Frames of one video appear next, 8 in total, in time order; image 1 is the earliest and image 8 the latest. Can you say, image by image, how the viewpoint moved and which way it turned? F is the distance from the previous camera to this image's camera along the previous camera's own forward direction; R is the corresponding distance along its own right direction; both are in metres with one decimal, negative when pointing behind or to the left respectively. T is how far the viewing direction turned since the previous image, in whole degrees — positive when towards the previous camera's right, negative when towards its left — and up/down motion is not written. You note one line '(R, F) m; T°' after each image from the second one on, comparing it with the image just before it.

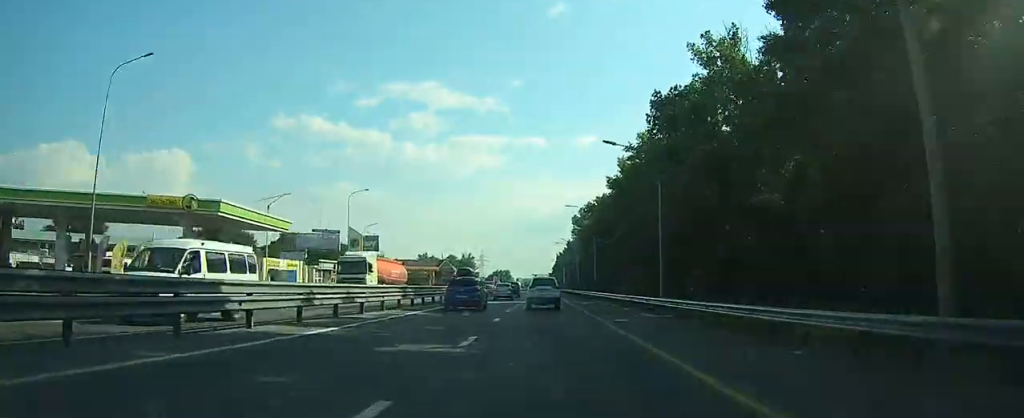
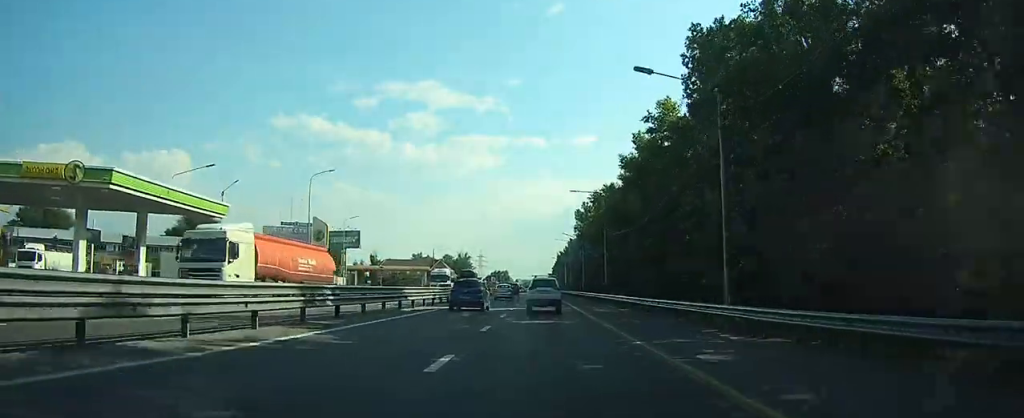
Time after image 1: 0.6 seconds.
(0.0, +11.5) m; 0°
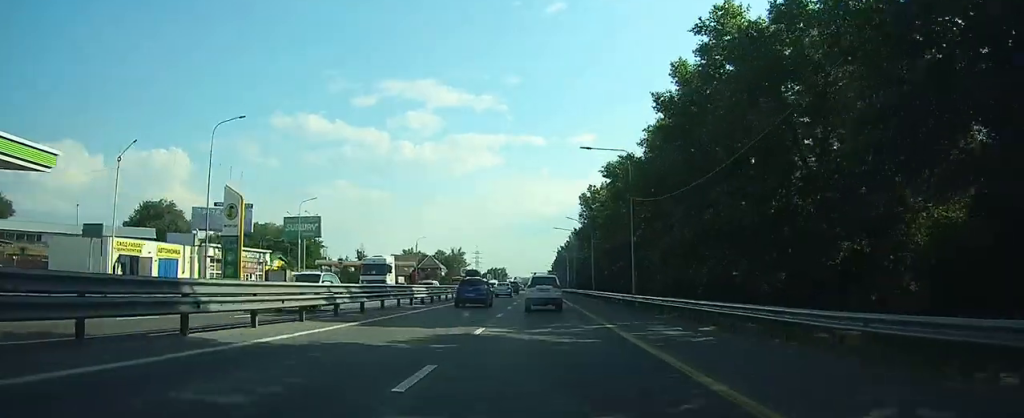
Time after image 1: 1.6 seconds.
(0.0, +17.7) m; 0°
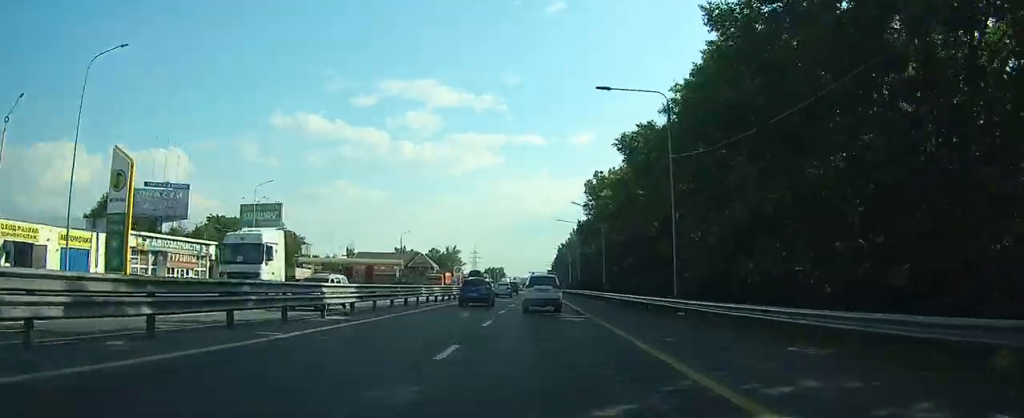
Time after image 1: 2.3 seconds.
(0.0, +13.0) m; 0°
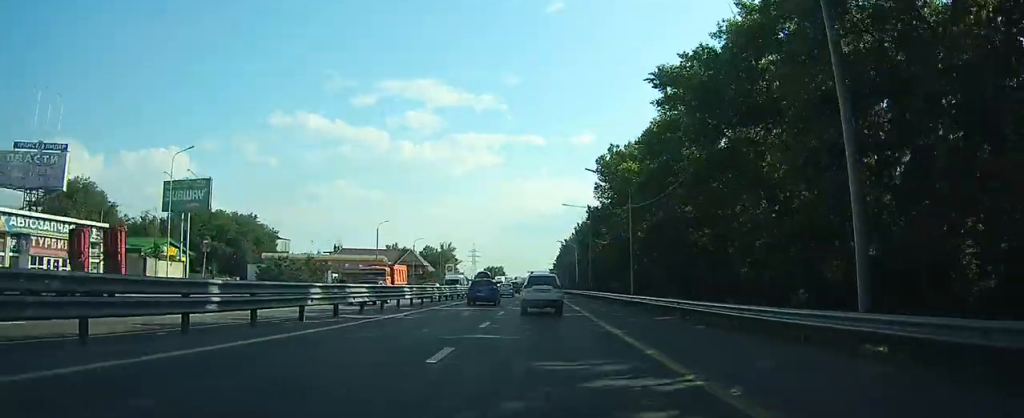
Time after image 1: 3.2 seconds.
(0.0, +16.8) m; 0°
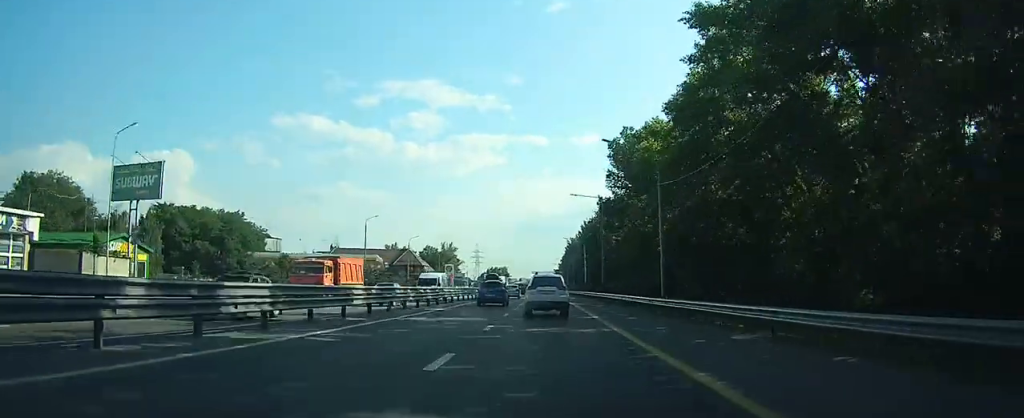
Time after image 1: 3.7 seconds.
(0.0, +8.7) m; 0°
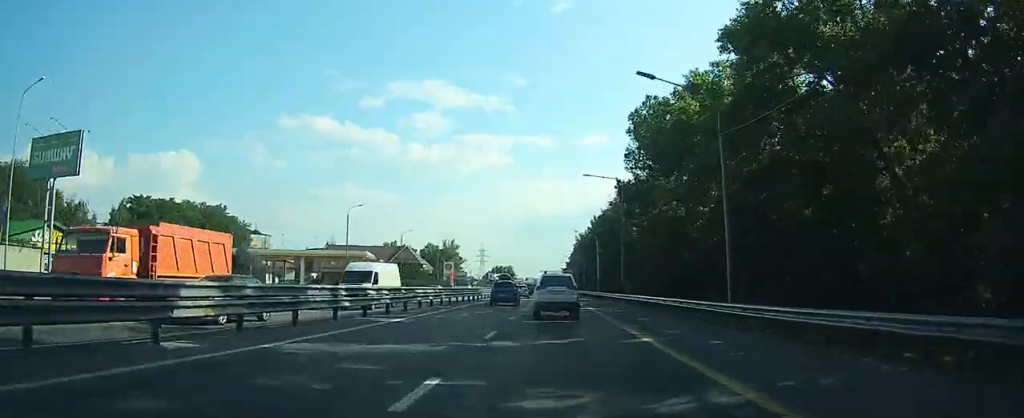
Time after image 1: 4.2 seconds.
(0.0, +10.7) m; 0°
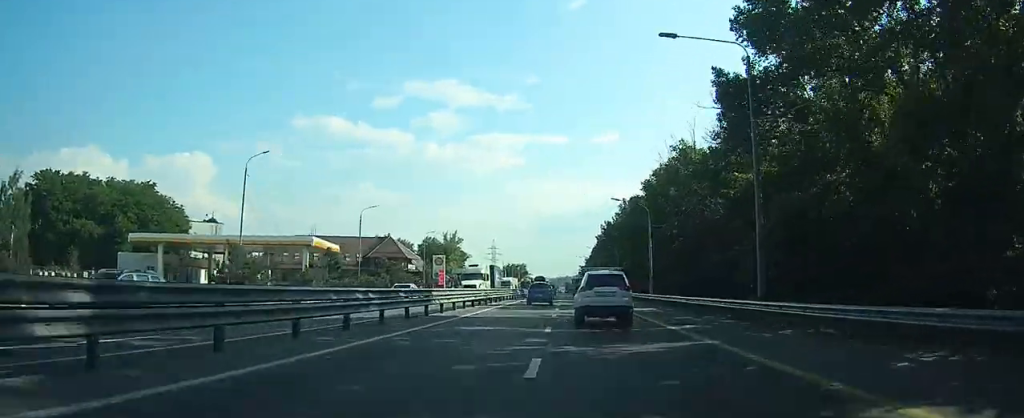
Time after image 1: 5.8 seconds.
(-0.2, +29.4) m; 0°
